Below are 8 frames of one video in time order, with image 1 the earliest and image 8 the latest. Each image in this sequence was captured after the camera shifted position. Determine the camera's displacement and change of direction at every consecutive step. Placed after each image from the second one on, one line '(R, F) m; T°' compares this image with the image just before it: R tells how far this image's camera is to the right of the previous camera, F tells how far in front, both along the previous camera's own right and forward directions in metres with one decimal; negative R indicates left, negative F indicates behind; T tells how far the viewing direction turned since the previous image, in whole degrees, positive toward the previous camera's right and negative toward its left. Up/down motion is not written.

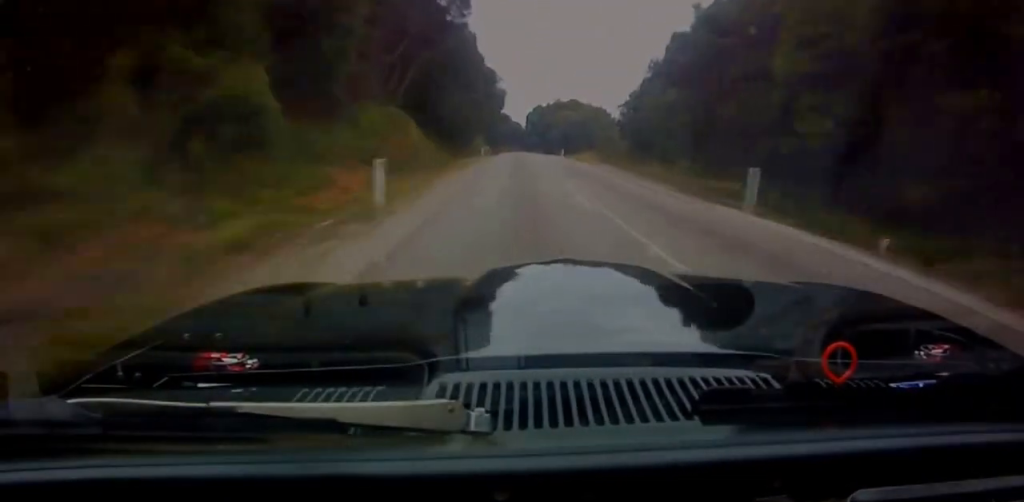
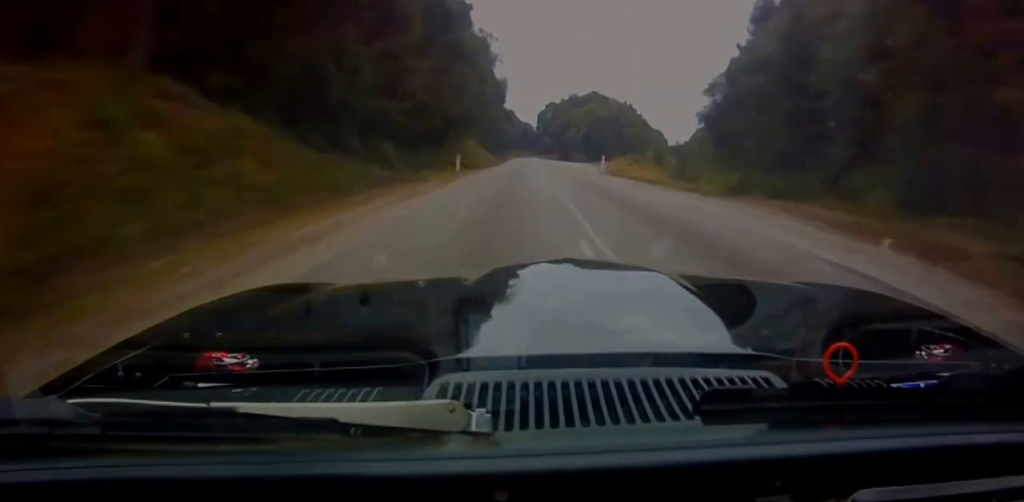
(-0.2, +30.3) m; -1°
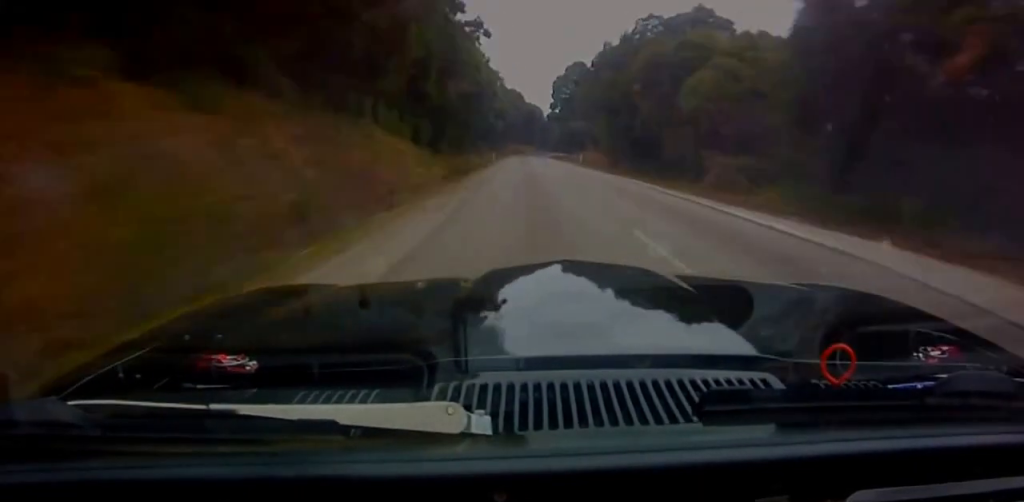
(-0.7, +80.5) m; 0°
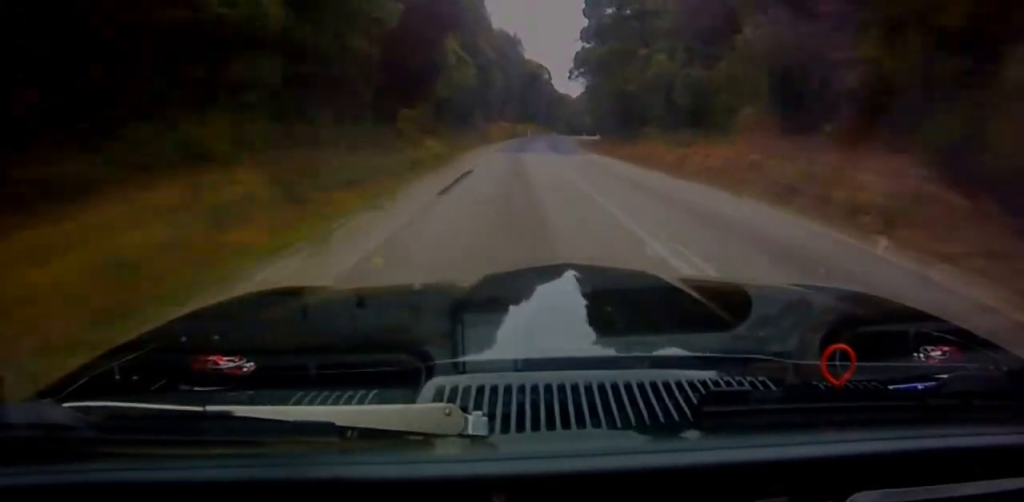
(+1.2, +58.3) m; +2°
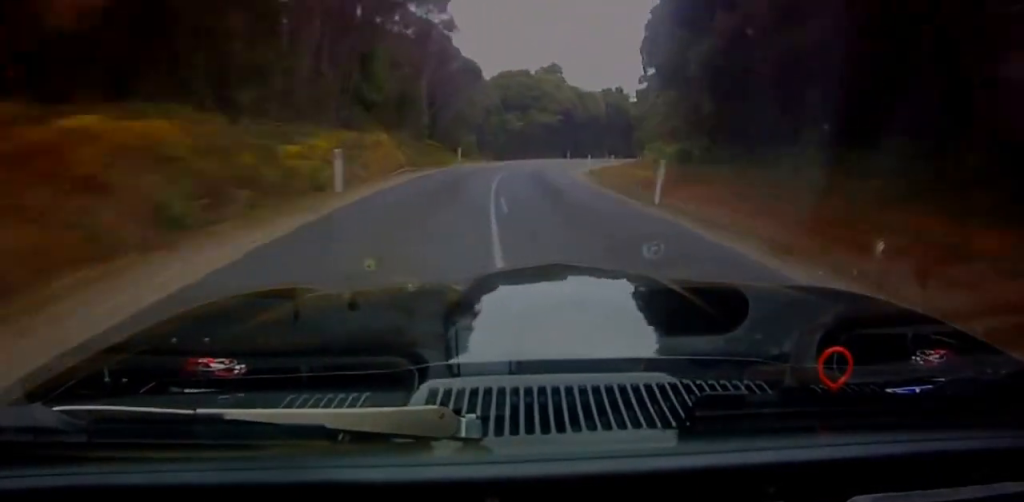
(+1.8, +76.0) m; +6°
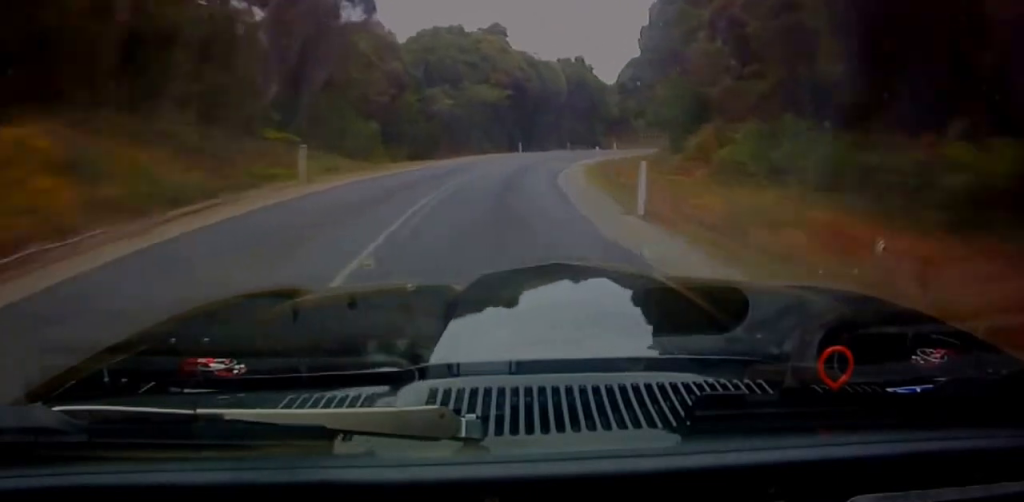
(+0.7, +24.5) m; +7°
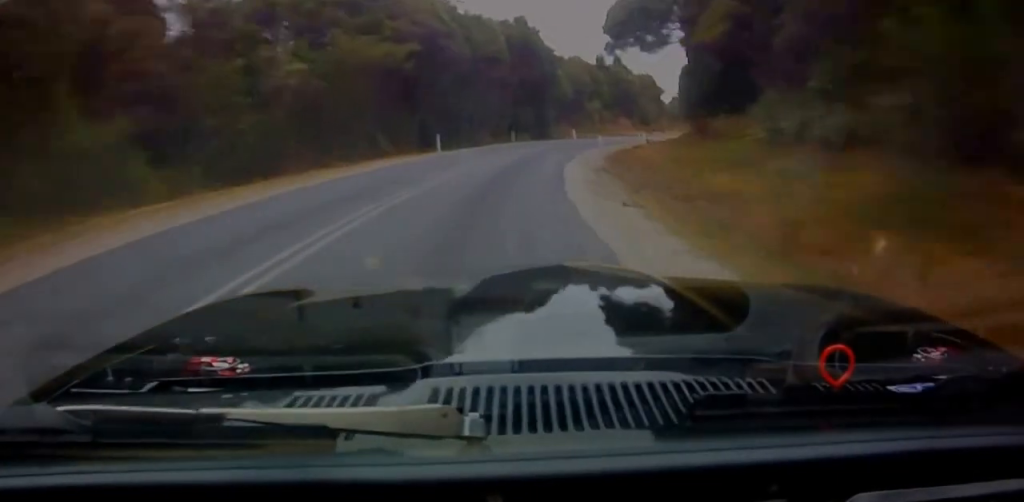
(+1.6, +22.6) m; +8°
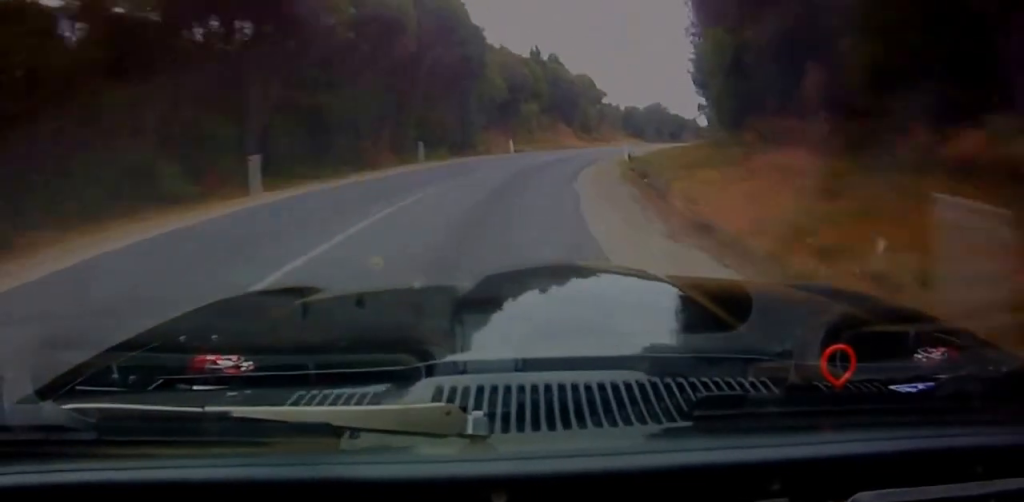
(+0.6, +17.5) m; +7°
